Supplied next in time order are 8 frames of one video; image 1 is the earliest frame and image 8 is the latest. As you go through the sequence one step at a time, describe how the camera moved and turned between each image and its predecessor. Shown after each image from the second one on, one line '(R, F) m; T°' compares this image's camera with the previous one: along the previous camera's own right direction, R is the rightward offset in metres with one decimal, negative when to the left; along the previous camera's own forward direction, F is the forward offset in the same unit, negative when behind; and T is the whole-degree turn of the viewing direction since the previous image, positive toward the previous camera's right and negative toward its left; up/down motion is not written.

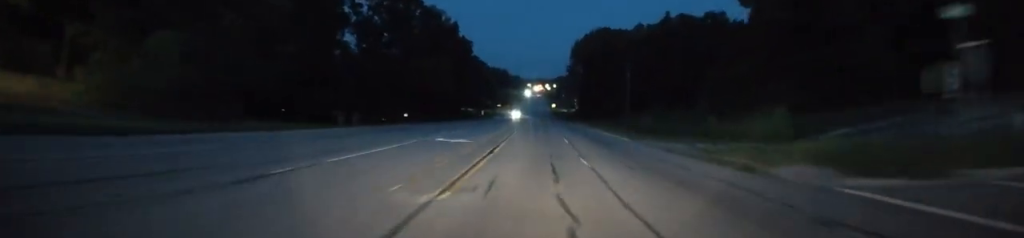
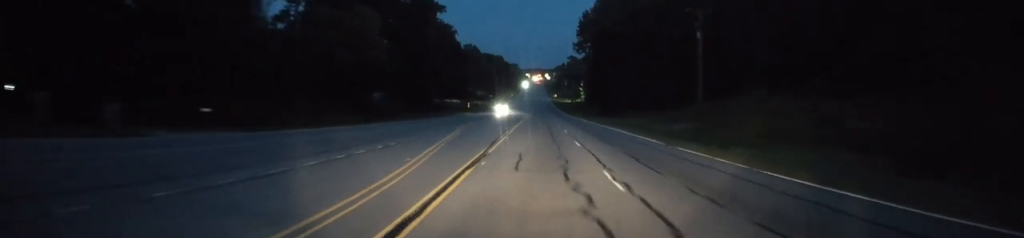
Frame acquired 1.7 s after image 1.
(+0.6, +42.6) m; 0°
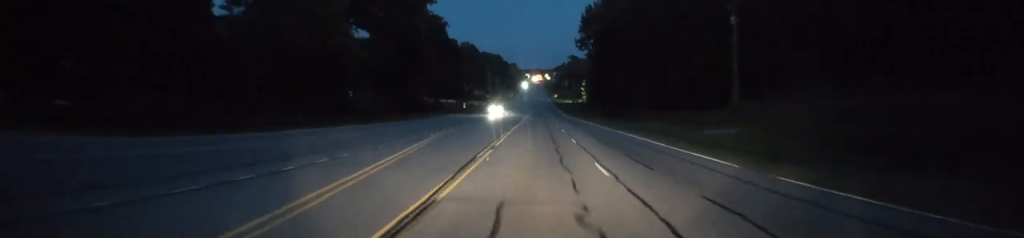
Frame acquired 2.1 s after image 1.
(0.0, +9.8) m; 0°
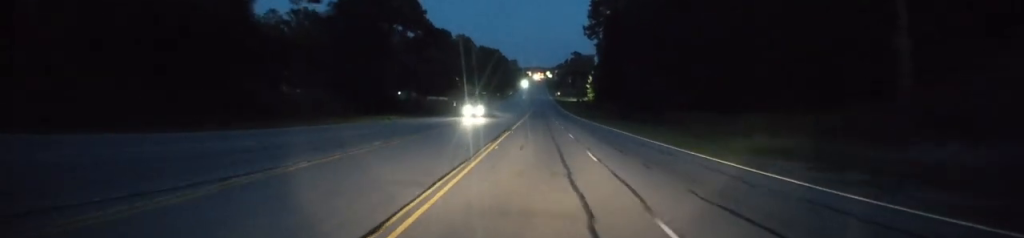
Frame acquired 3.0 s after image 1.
(-0.1, +21.6) m; -1°
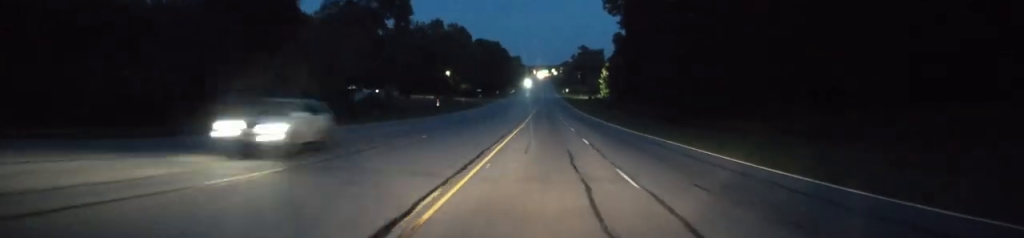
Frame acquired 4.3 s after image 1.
(-0.1, +30.7) m; +1°
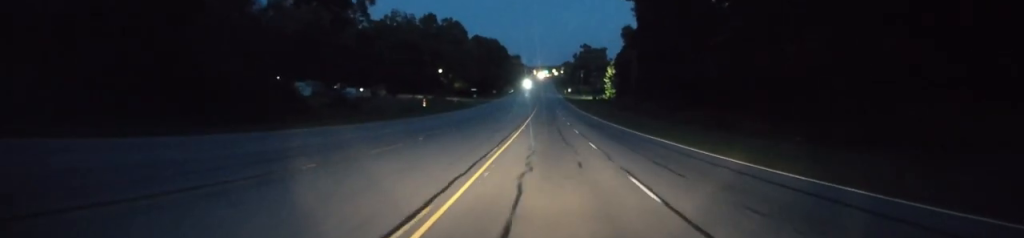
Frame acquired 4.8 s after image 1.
(+0.2, +13.9) m; 0°
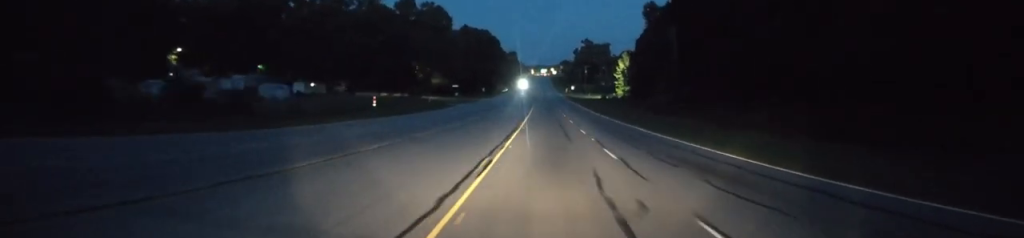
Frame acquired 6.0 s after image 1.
(-0.3, +30.1) m; -1°
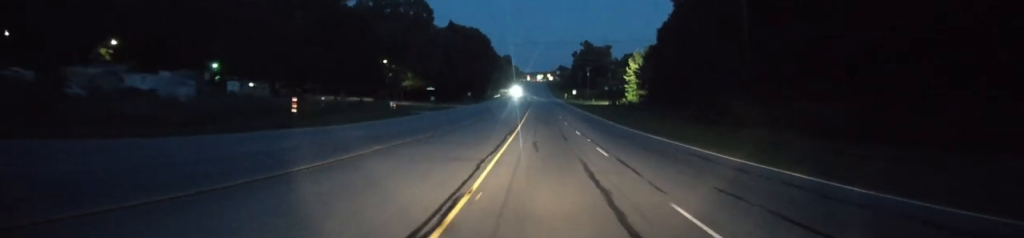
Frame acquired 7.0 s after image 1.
(0.0, +23.7) m; 0°
